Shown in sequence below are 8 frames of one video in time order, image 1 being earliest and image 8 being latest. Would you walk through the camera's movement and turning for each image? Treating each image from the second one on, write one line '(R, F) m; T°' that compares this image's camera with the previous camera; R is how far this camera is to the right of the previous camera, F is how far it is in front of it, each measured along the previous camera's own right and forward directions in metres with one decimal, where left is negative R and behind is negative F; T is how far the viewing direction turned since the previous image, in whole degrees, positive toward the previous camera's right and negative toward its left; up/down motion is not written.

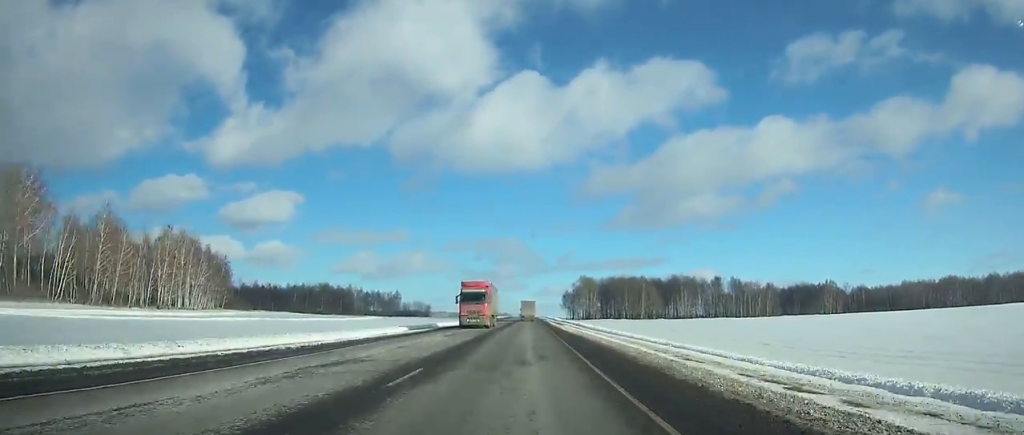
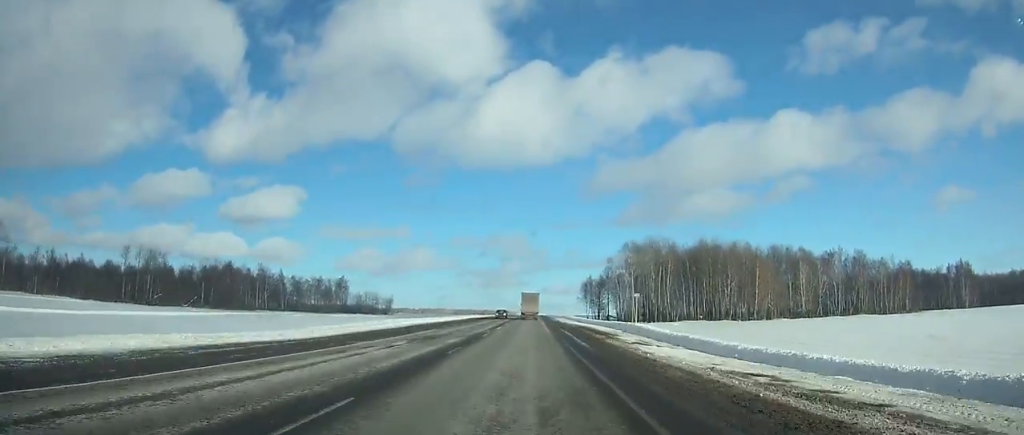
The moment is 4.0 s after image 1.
(+0.1, +119.8) m; 0°
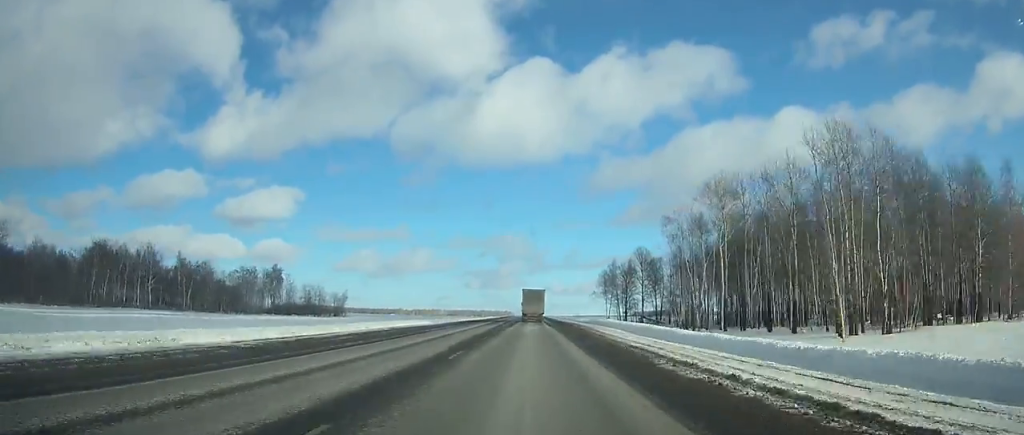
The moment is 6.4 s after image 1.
(-0.2, +74.1) m; 0°
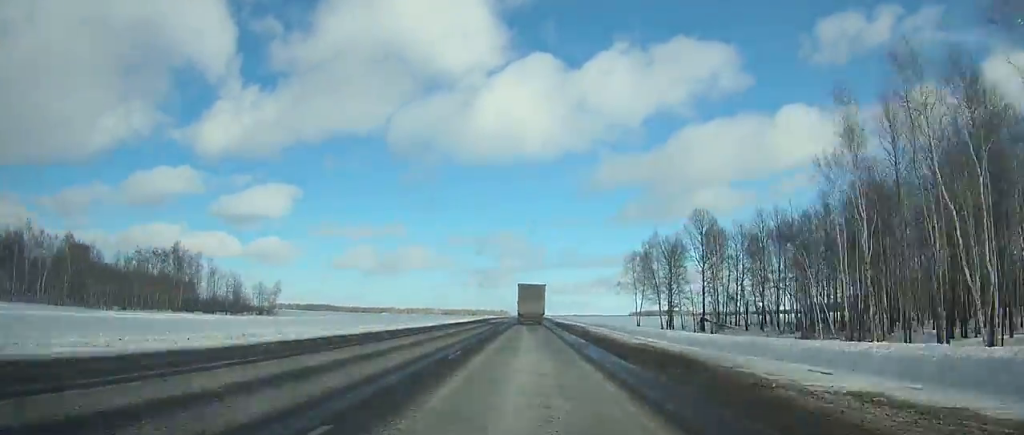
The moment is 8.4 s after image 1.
(0.0, +59.7) m; 0°
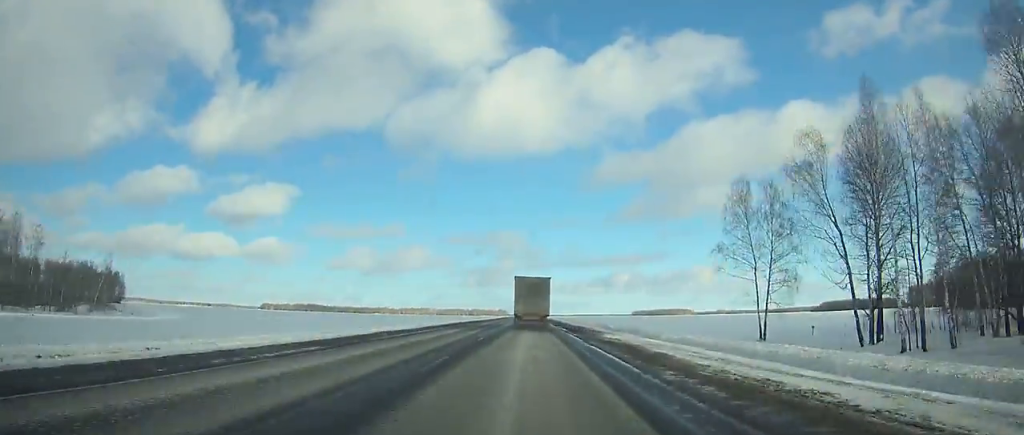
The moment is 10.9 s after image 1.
(0.0, +70.6) m; 0°
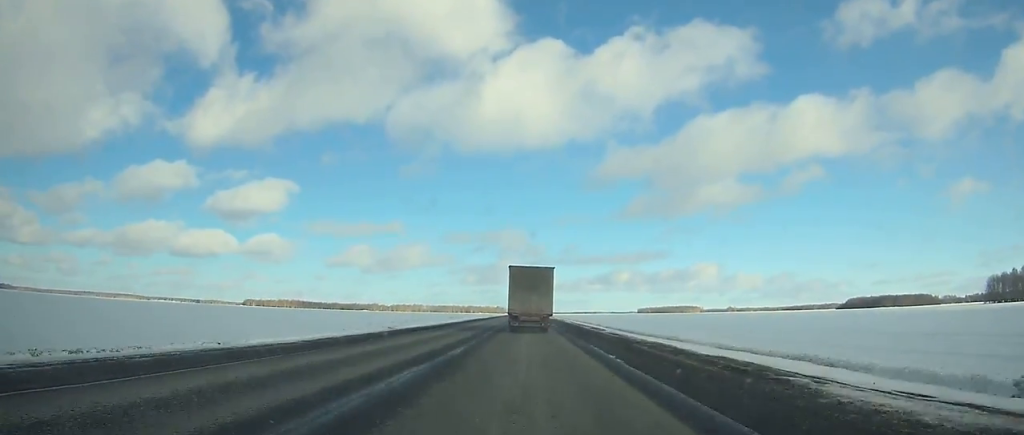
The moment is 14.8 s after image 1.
(-0.3, +101.6) m; 0°
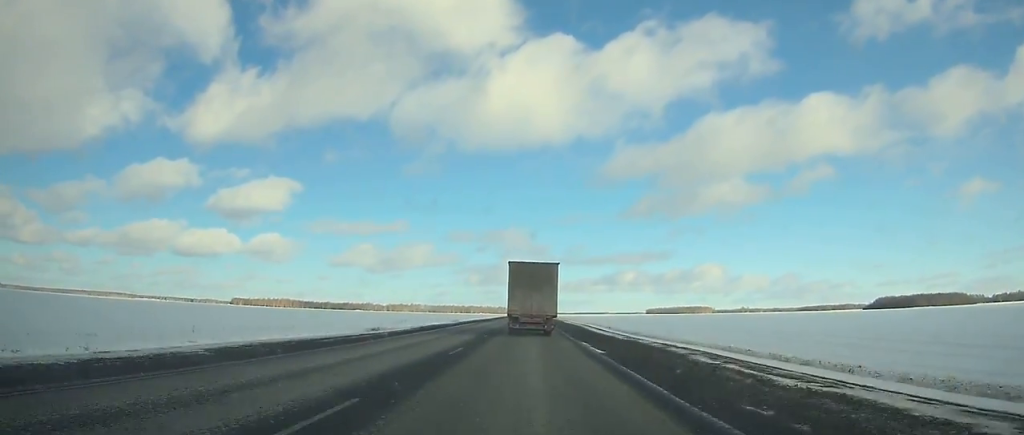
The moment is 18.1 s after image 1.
(-0.1, +86.0) m; 0°
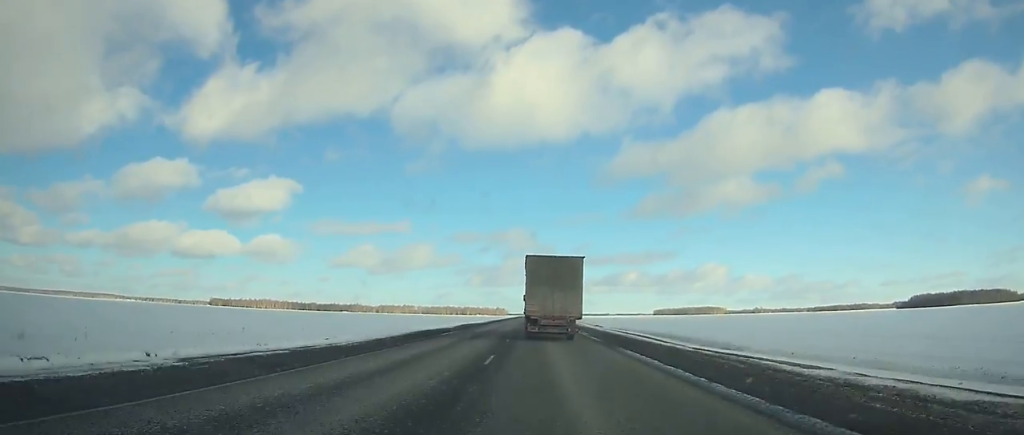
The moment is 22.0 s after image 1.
(+0.2, +101.5) m; +1°
